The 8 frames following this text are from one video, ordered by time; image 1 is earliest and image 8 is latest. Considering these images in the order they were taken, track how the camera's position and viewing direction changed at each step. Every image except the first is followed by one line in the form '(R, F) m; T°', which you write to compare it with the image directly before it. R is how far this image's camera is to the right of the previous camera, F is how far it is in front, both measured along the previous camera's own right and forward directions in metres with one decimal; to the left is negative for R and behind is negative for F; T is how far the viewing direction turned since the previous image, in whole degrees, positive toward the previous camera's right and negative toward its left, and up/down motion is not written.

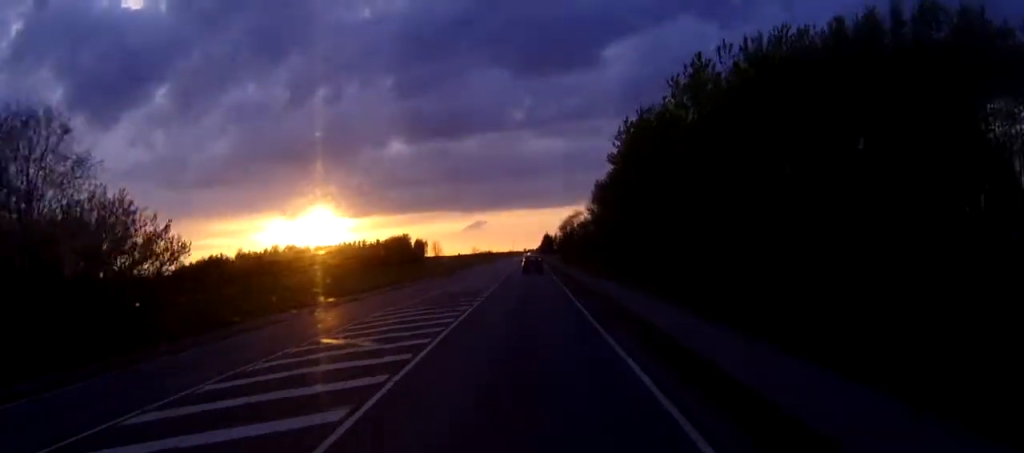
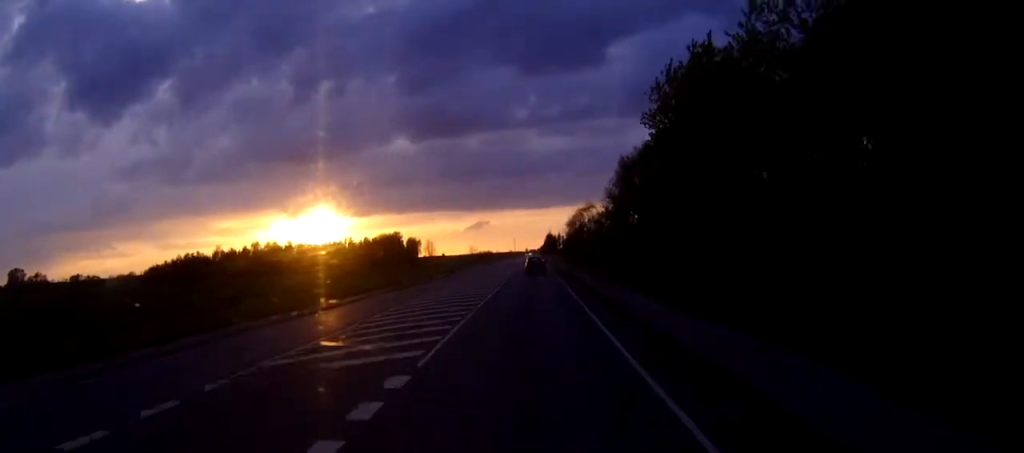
(0.0, +26.2) m; 0°
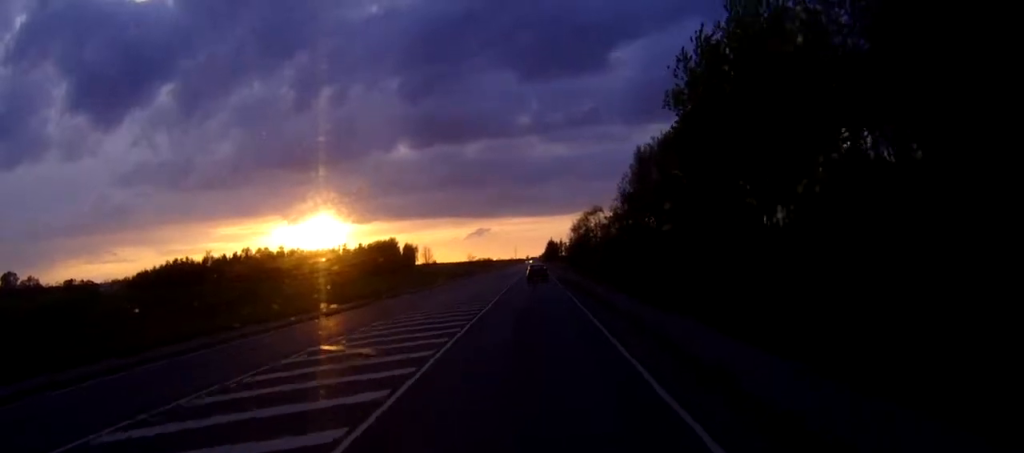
(0.0, +11.0) m; 0°
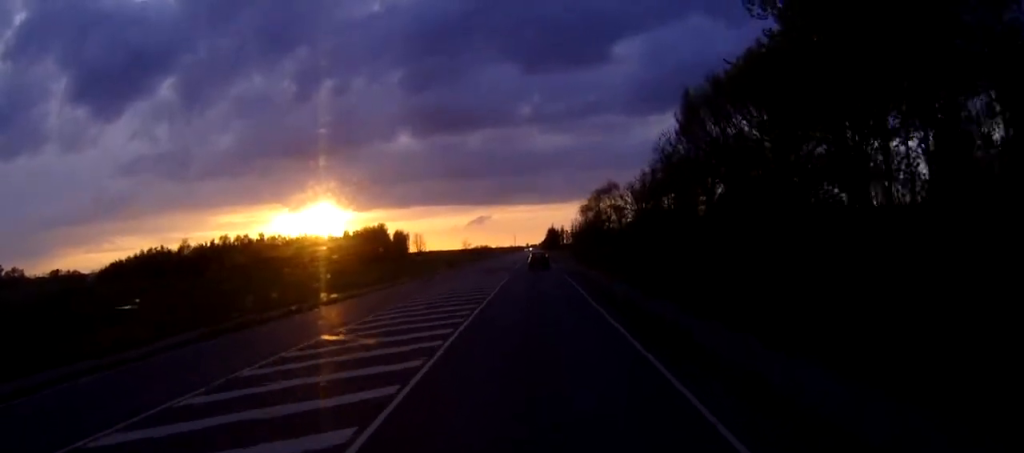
(0.0, +21.3) m; 0°
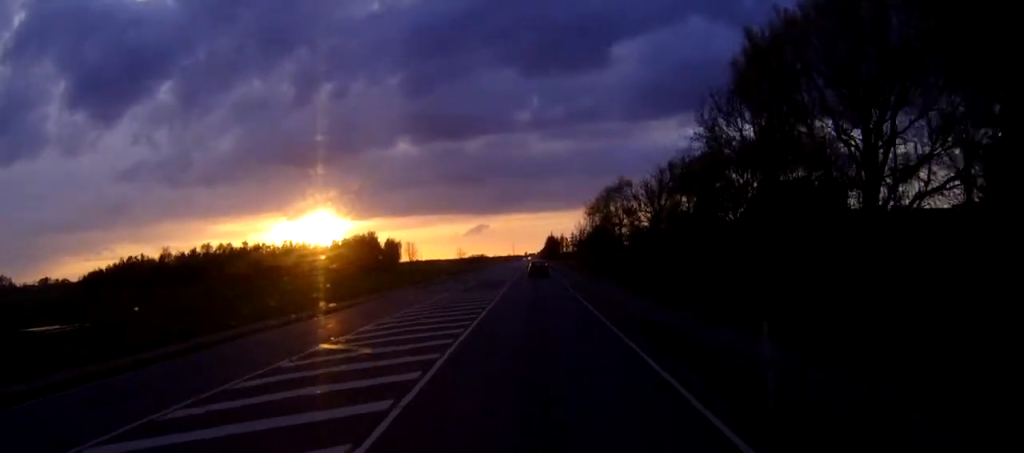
(0.0, +14.4) m; 0°
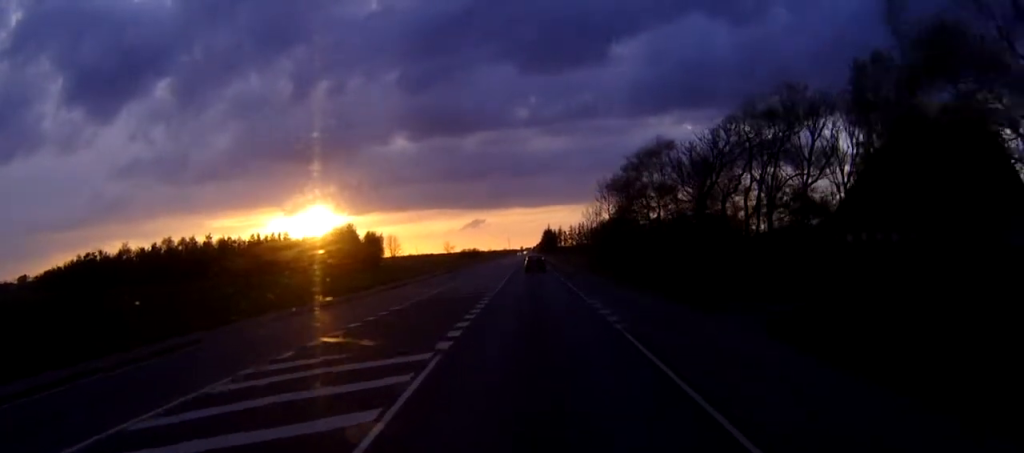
(0.0, +26.6) m; 0°
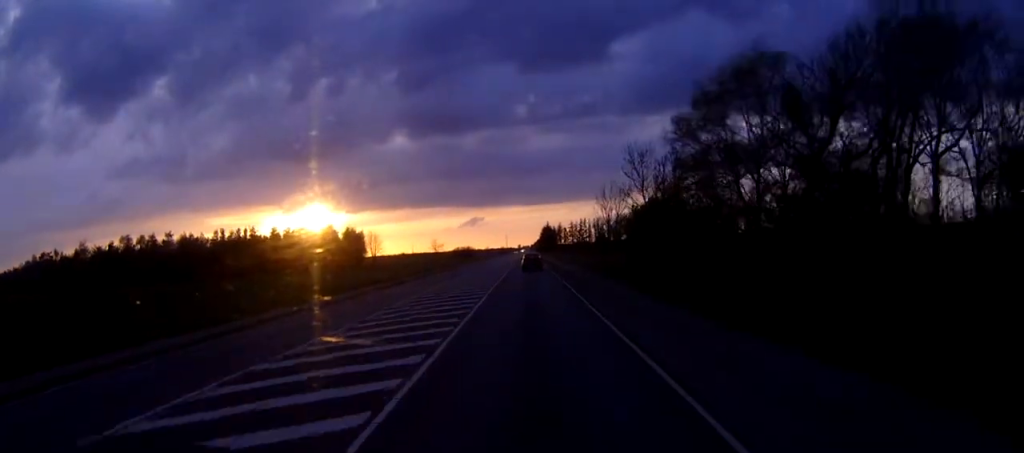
(+0.1, +25.1) m; 0°
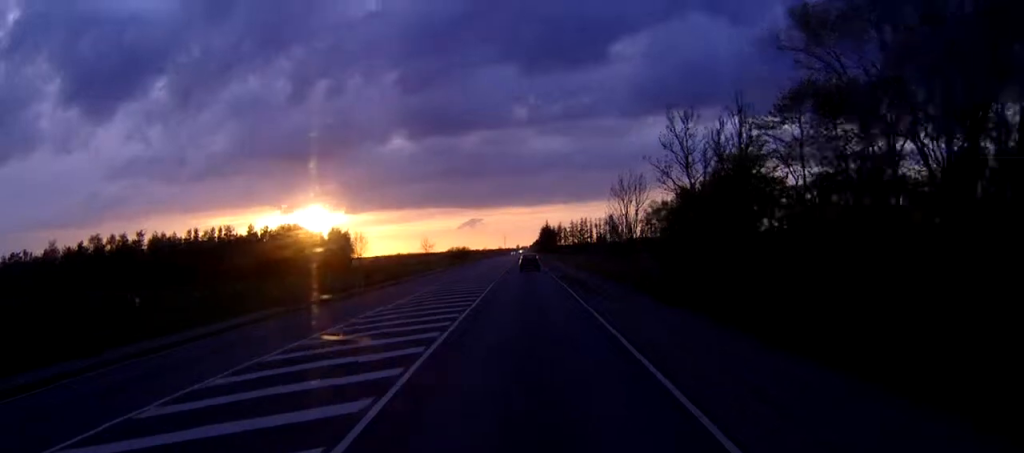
(0.0, +15.7) m; 0°
